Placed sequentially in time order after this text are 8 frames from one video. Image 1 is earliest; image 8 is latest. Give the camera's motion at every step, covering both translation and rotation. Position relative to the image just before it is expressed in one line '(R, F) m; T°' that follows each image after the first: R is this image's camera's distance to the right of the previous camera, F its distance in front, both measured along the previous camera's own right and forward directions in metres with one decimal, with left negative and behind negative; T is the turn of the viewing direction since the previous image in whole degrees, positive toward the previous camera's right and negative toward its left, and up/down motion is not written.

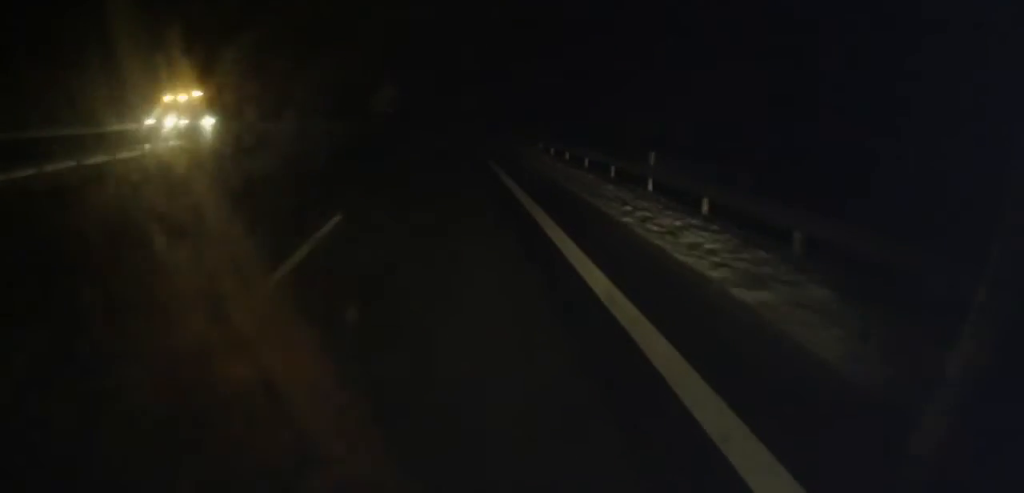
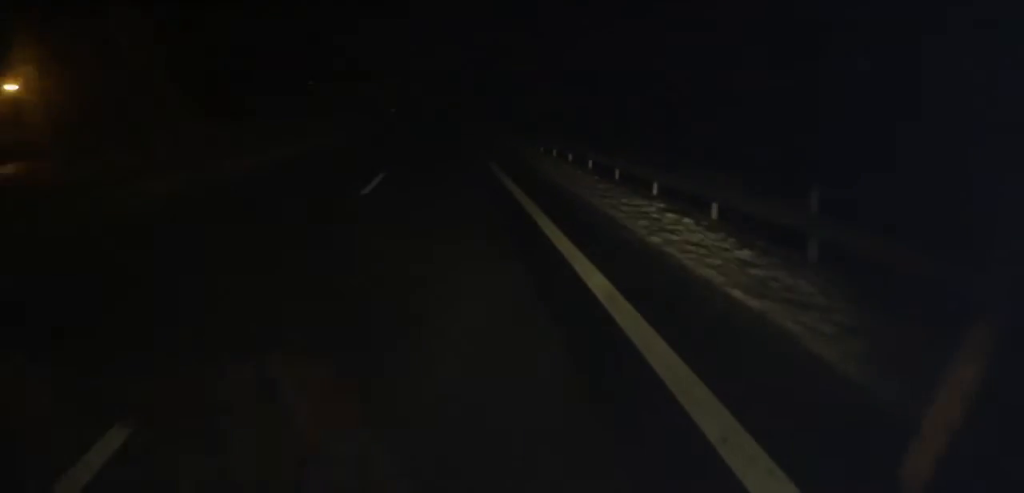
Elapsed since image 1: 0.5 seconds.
(0.0, +8.7) m; 0°
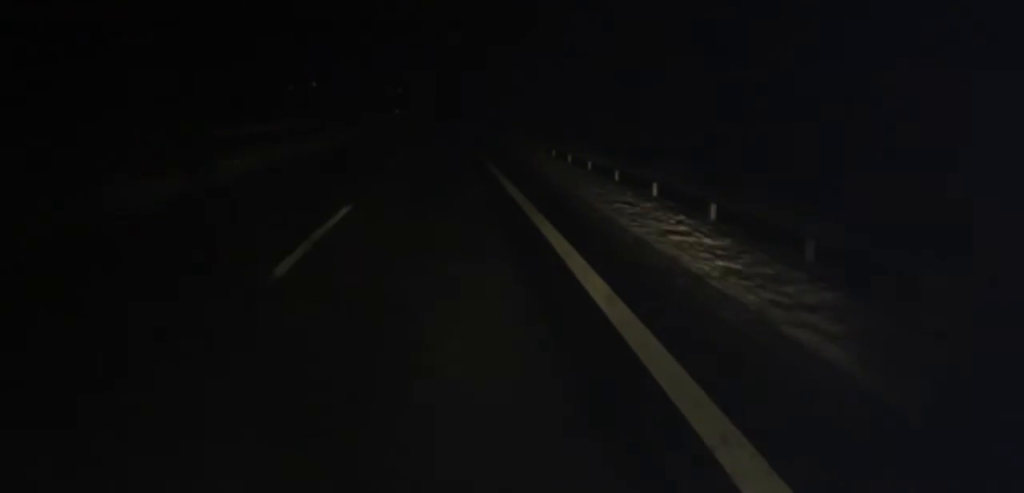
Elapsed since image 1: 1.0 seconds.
(0.0, +8.1) m; 0°
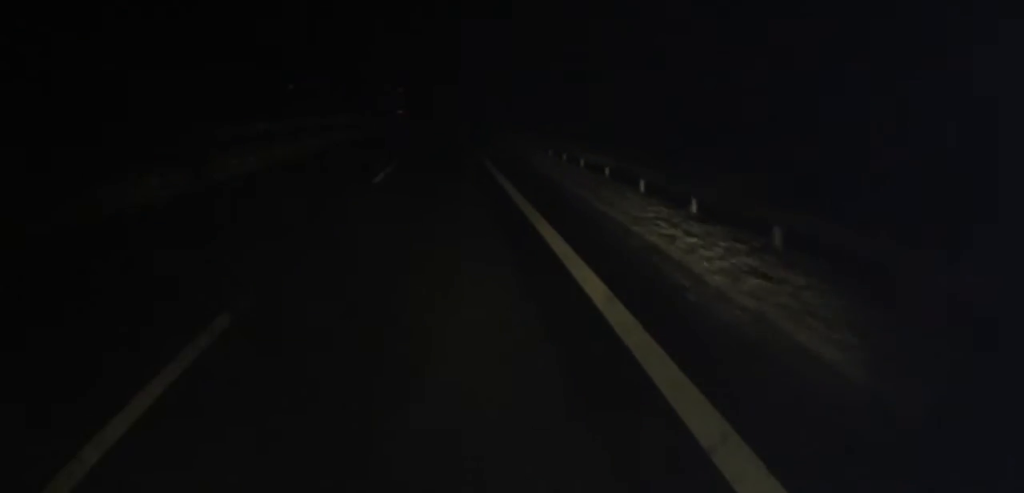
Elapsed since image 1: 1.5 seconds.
(0.0, +7.0) m; 0°
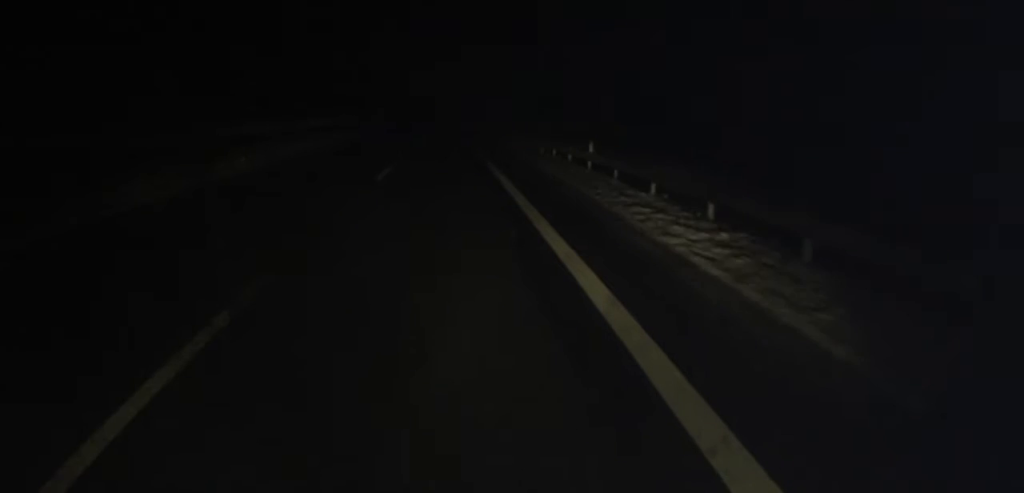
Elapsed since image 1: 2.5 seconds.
(0.0, +16.9) m; 0°
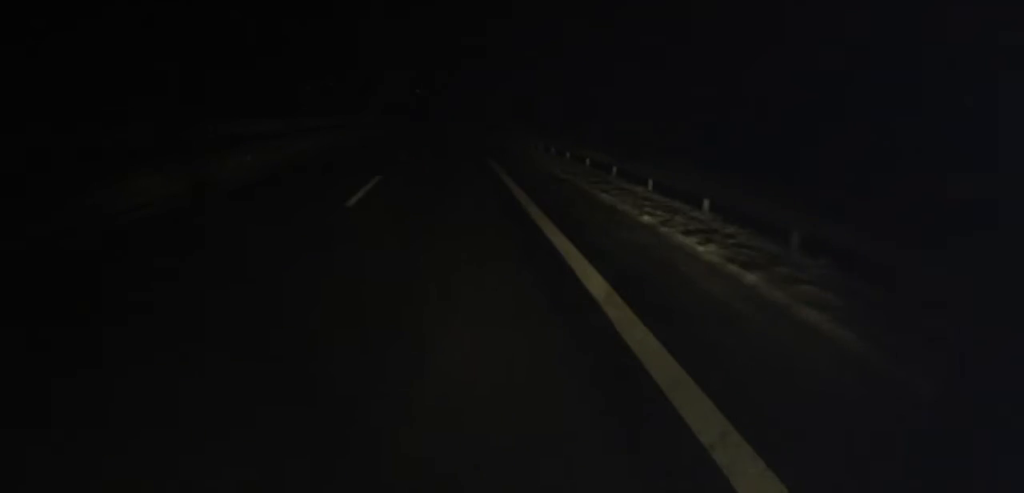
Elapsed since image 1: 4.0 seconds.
(-0.5, +23.3) m; -3°
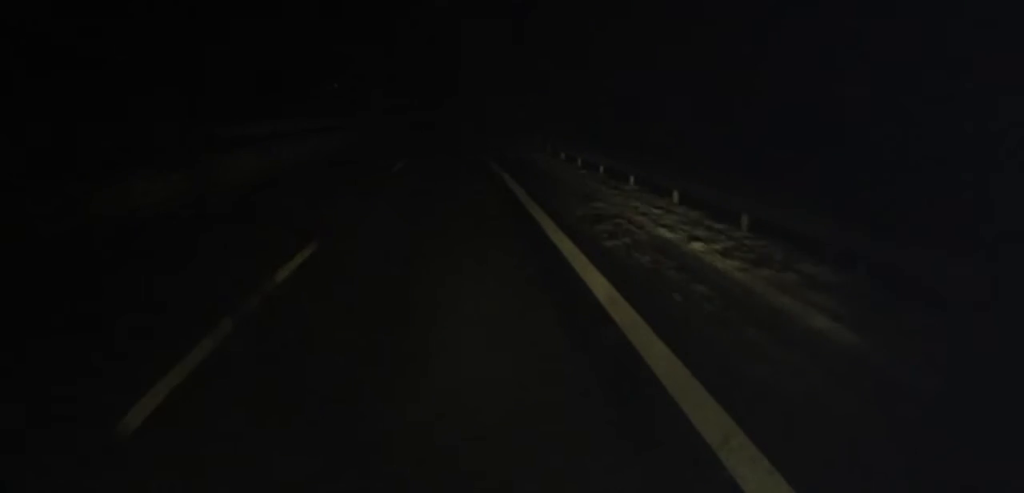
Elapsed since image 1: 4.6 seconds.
(-0.1, +9.6) m; -1°
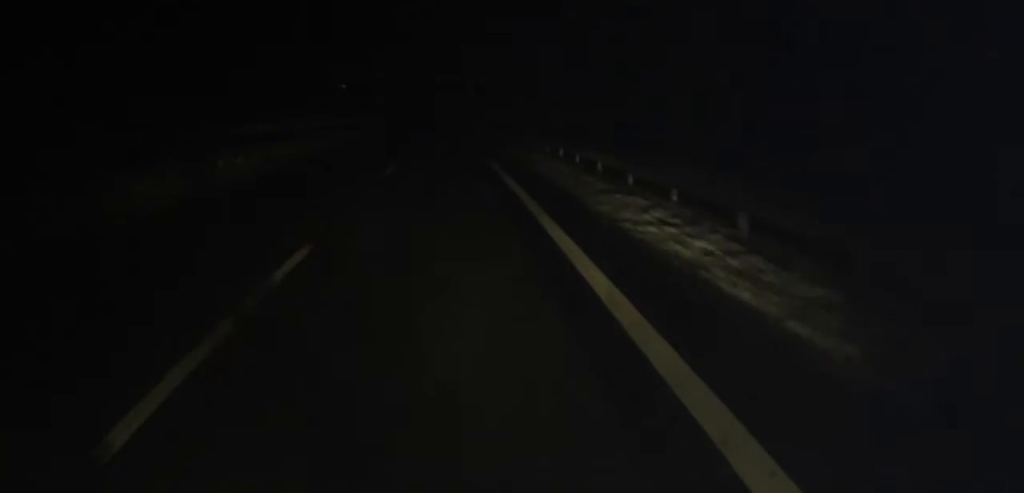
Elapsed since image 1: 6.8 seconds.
(-1.0, +35.8) m; -1°
